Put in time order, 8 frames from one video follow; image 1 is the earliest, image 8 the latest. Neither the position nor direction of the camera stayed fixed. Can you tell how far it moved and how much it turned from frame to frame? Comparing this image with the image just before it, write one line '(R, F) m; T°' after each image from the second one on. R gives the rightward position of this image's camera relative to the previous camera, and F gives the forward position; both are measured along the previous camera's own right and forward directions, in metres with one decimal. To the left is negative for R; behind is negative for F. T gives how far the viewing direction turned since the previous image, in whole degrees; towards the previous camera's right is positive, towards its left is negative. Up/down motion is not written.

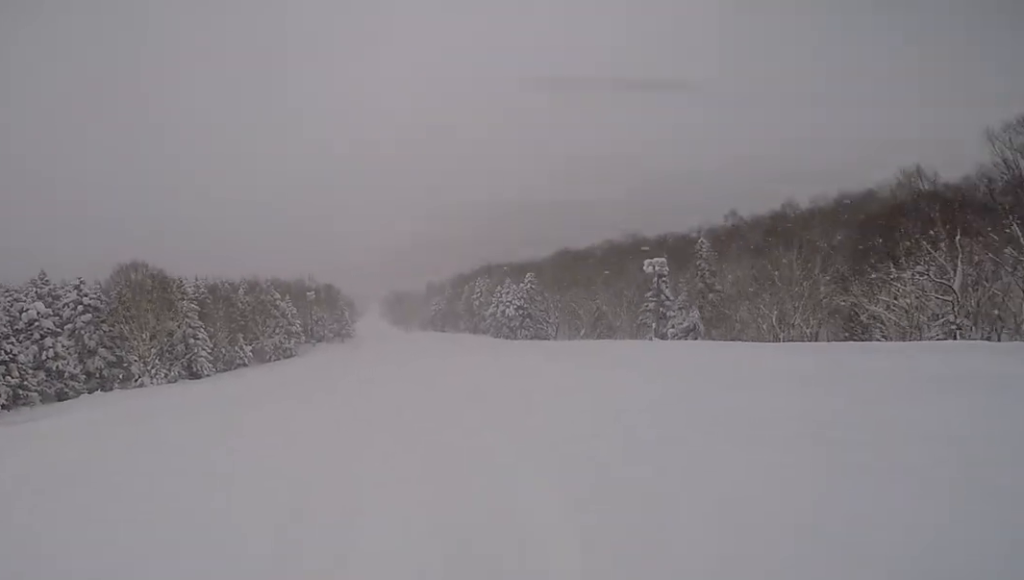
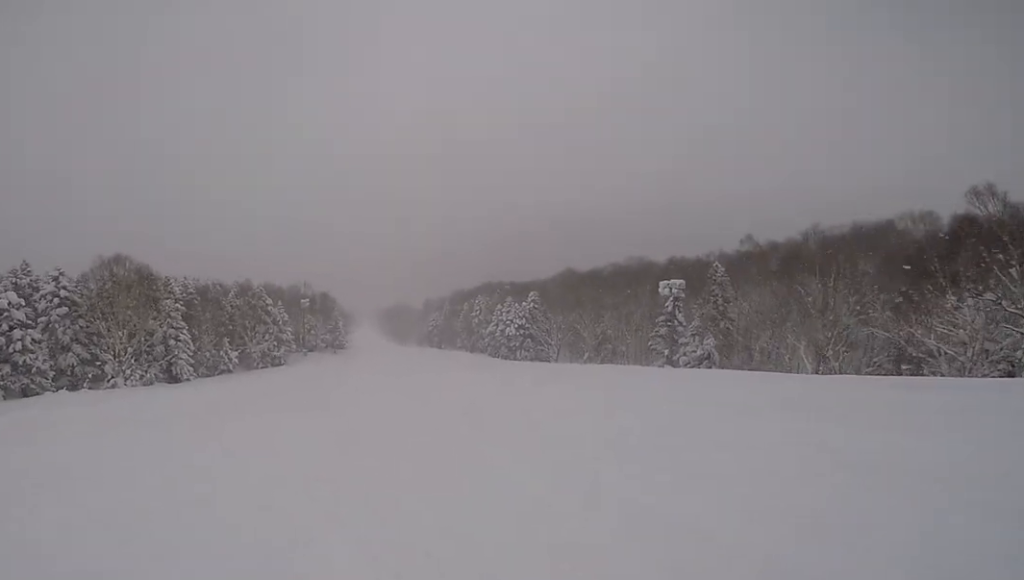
(0.0, +3.0) m; +1°
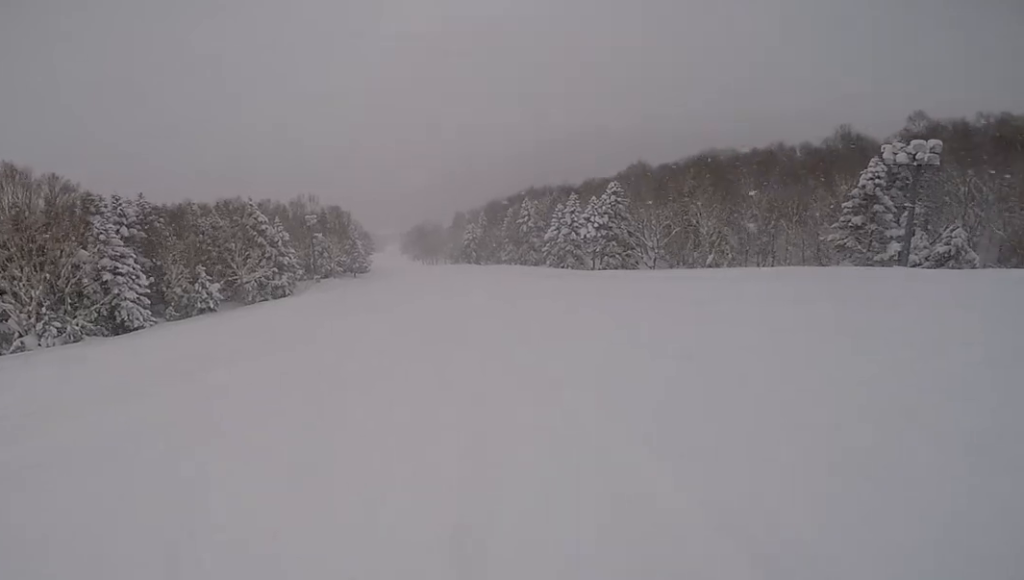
(-0.9, +17.5) m; -7°
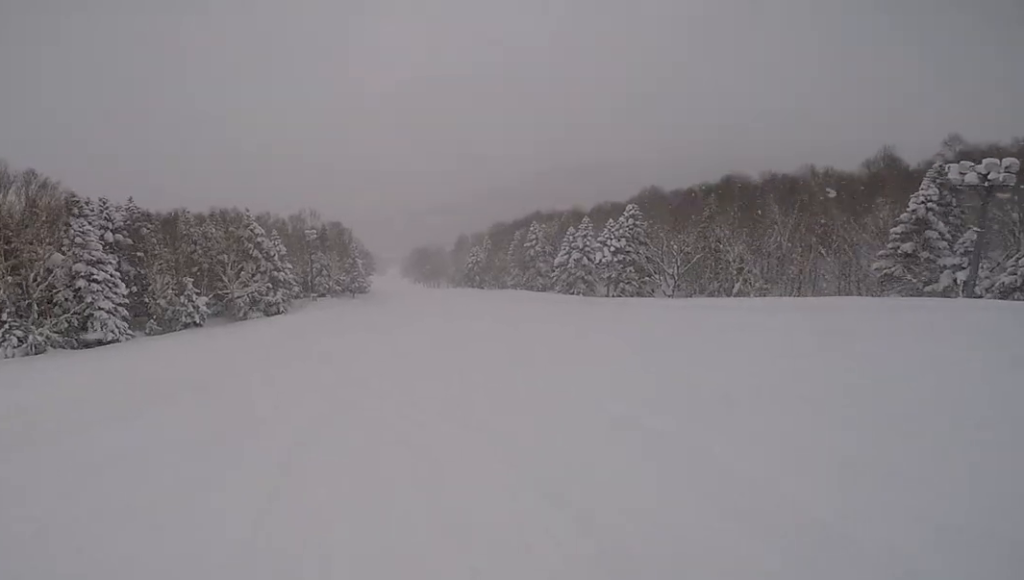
(-0.3, +3.7) m; +2°
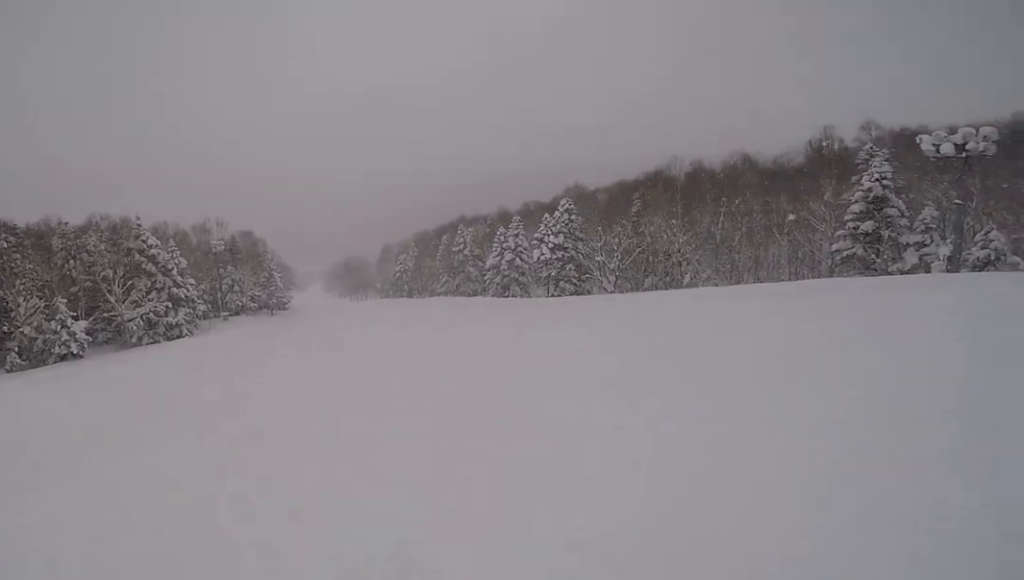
(+0.5, +6.0) m; +1°
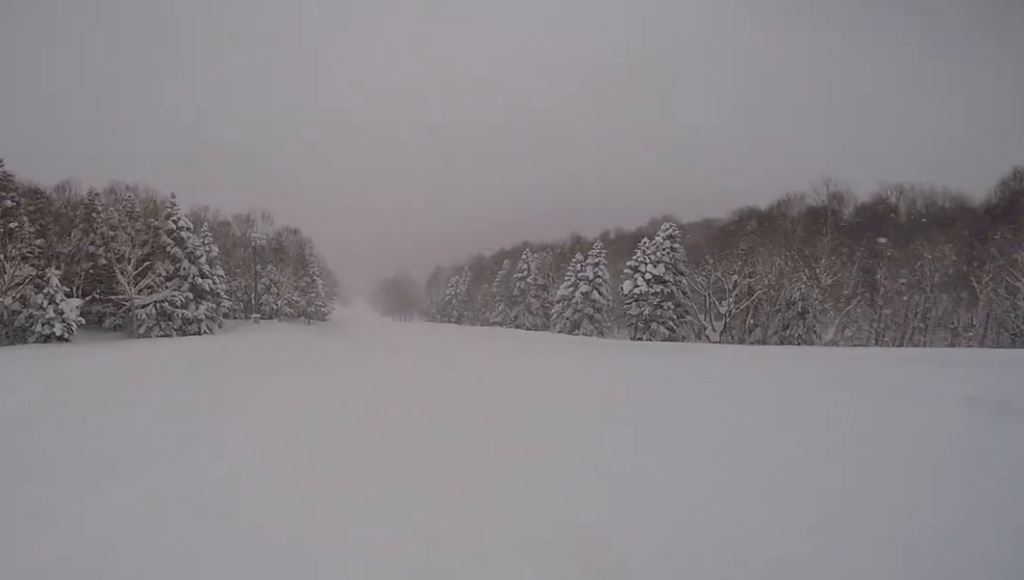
(0.0, +8.0) m; 0°
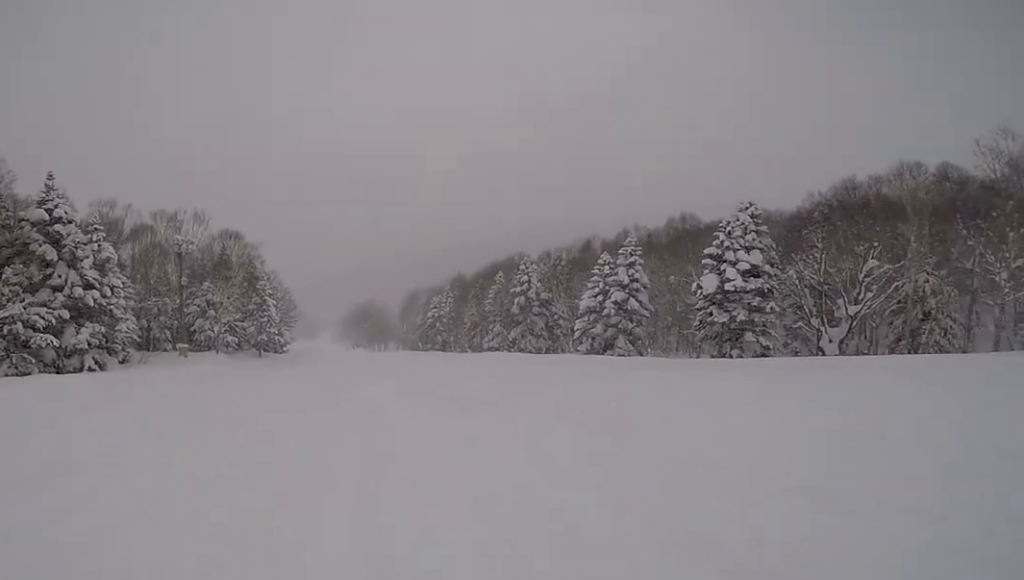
(+0.4, +13.1) m; +3°
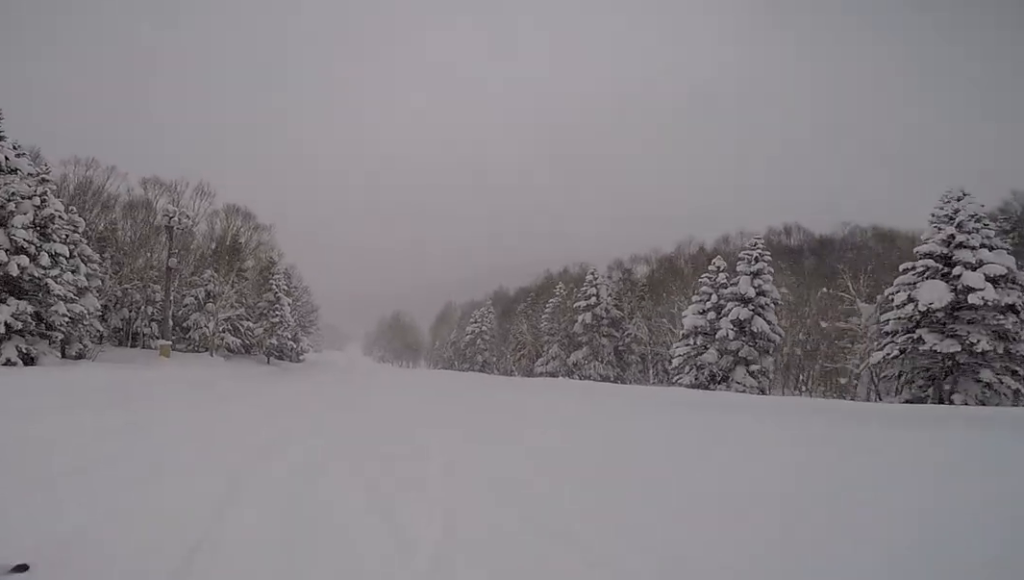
(-0.4, +10.0) m; +5°
